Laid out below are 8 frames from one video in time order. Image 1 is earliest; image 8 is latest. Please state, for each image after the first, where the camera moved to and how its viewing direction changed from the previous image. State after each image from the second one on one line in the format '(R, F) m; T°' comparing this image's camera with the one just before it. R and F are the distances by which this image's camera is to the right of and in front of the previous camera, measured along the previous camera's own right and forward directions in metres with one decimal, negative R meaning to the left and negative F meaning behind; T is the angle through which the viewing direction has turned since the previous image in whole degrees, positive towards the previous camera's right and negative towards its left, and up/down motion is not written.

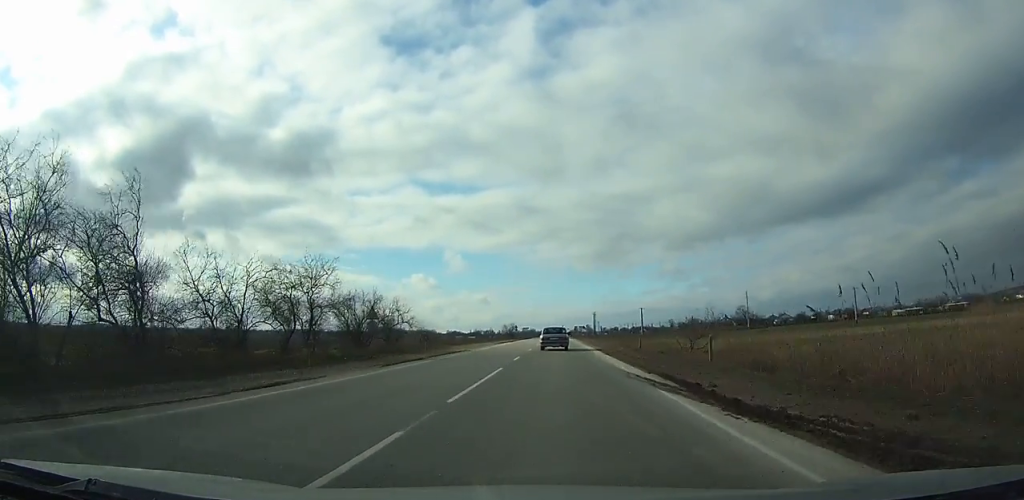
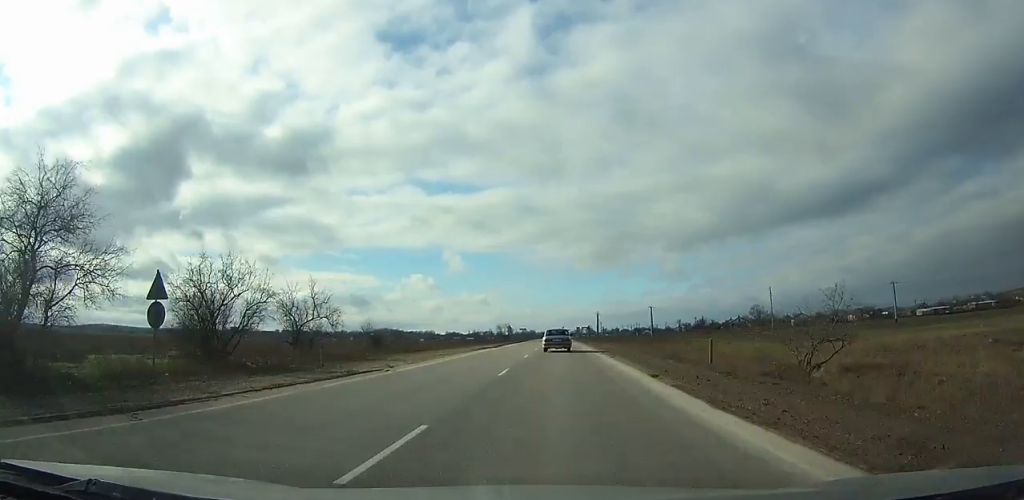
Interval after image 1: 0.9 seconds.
(0.0, +19.4) m; 0°
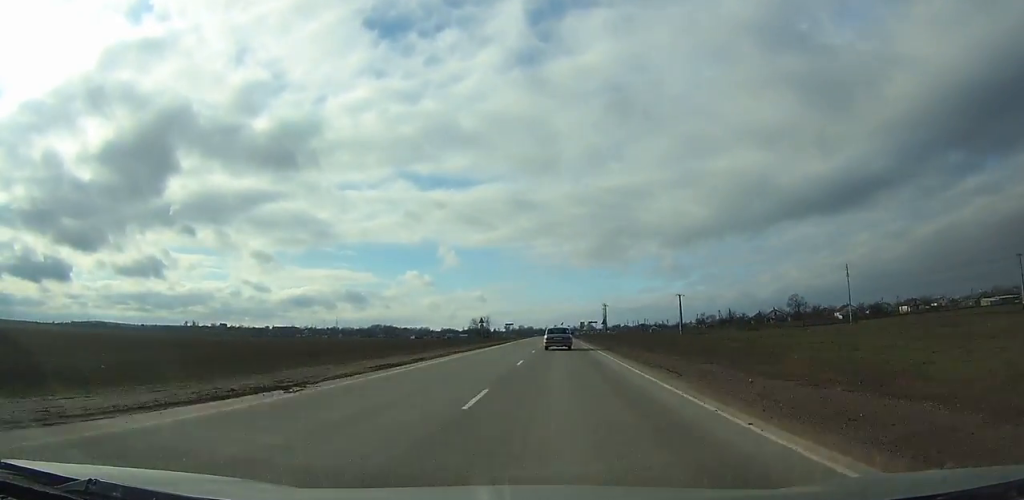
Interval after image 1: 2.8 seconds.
(0.0, +43.3) m; 0°
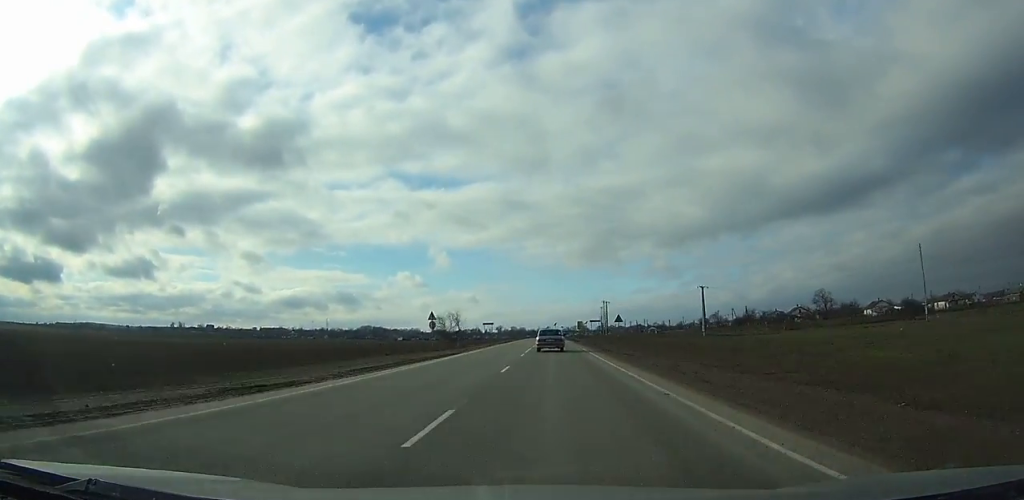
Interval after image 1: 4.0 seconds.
(0.0, +27.0) m; 0°
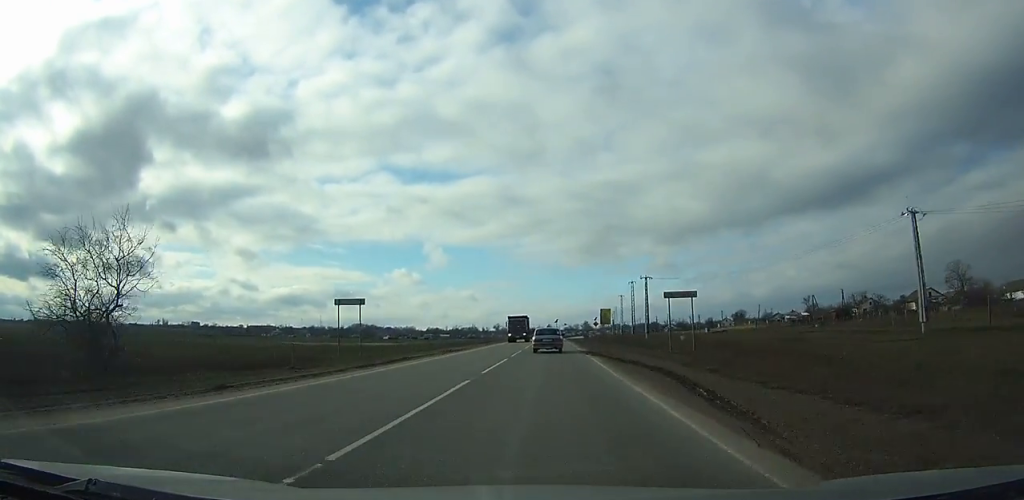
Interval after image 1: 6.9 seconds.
(+0.2, +65.1) m; 0°
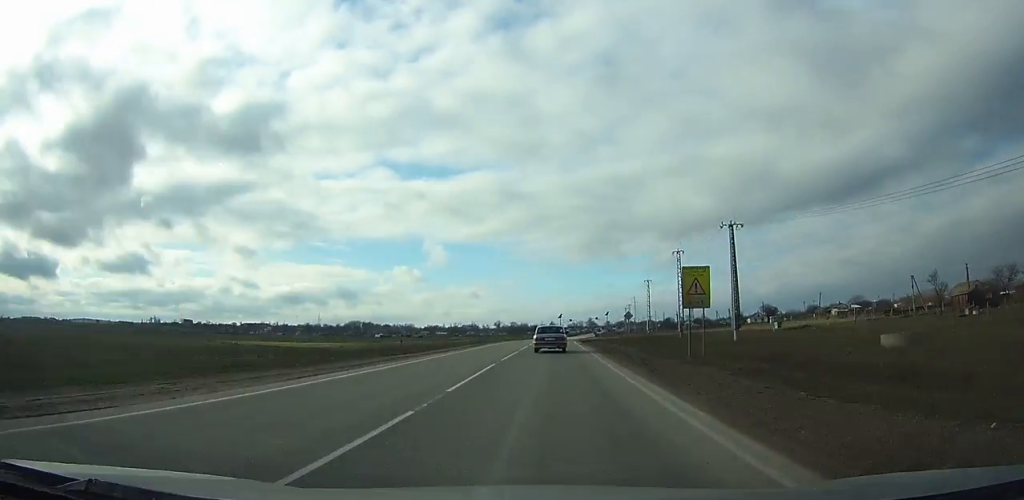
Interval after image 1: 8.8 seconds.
(-0.1, +40.2) m; 0°
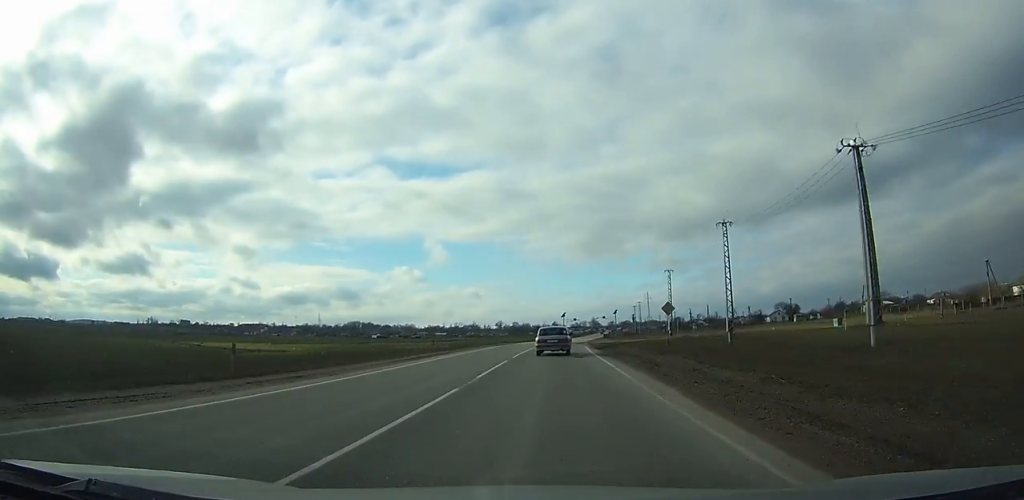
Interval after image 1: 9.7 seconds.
(-0.1, +19.4) m; 0°
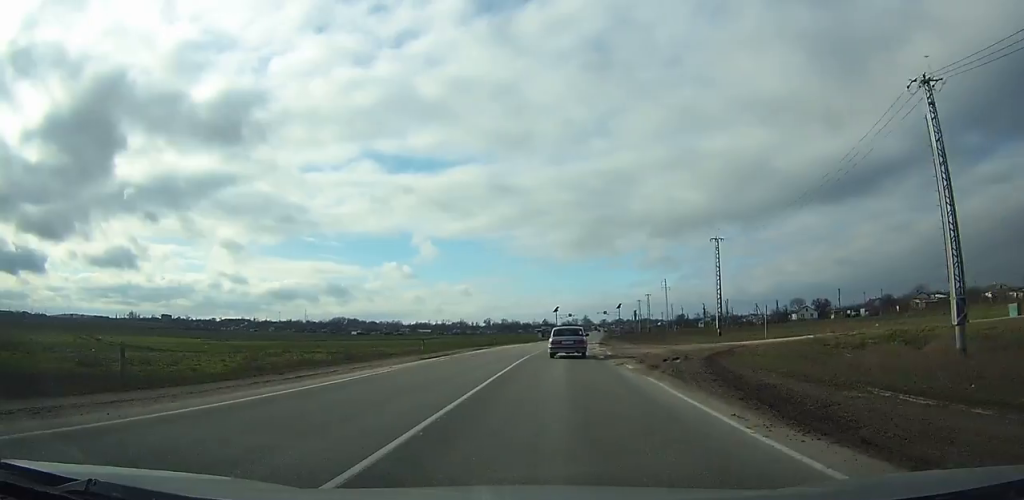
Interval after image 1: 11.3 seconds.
(+0.1, +32.5) m; +1°
